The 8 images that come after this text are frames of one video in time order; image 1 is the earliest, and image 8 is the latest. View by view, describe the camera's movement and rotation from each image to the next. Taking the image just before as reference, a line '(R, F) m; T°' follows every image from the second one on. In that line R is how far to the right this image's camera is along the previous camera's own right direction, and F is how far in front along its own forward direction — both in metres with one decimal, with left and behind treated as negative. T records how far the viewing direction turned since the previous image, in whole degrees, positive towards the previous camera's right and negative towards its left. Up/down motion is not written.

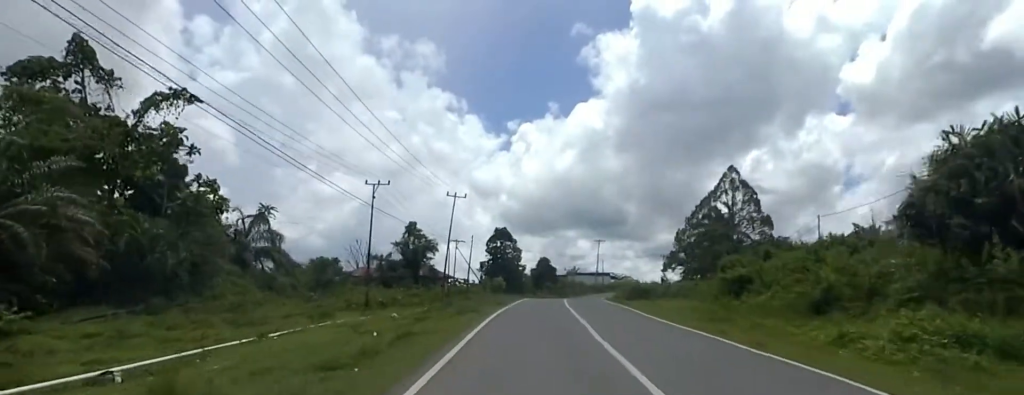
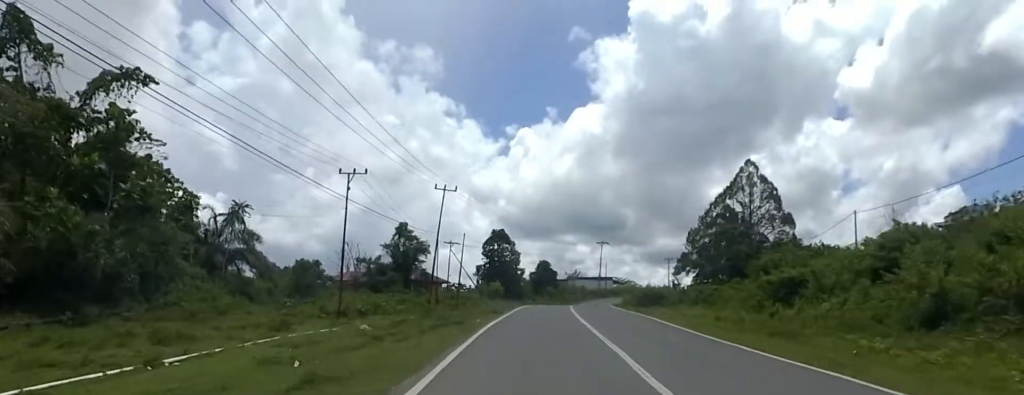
(-0.3, +5.6) m; -2°
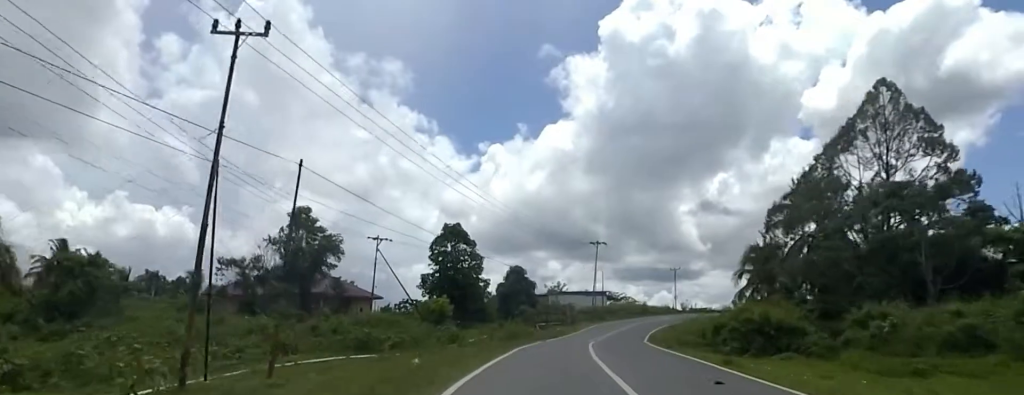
(-1.3, +28.9) m; +1°
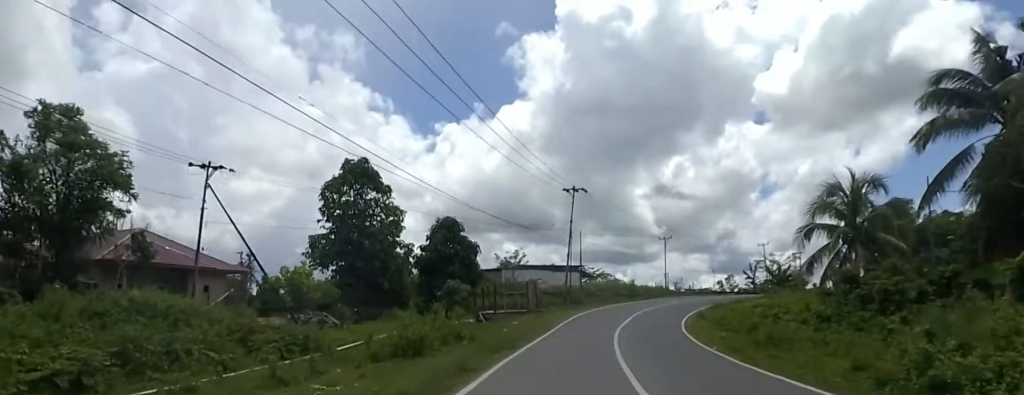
(+1.8, +24.1) m; +7°
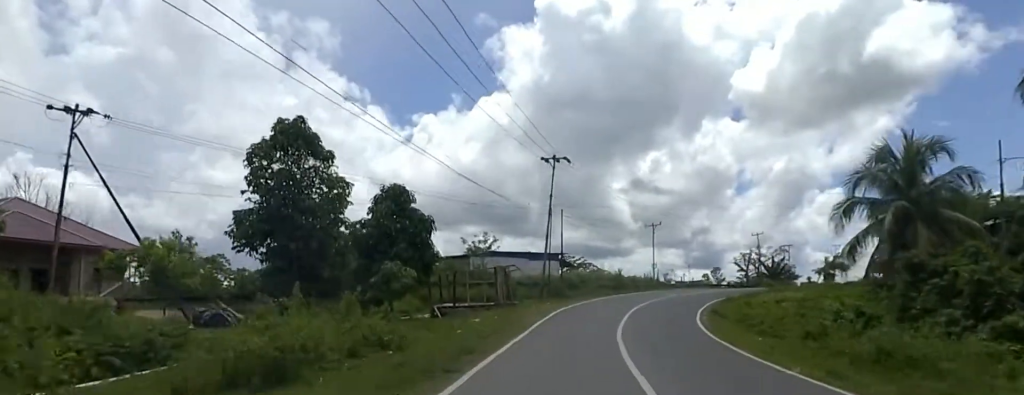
(+0.2, +8.1) m; +4°
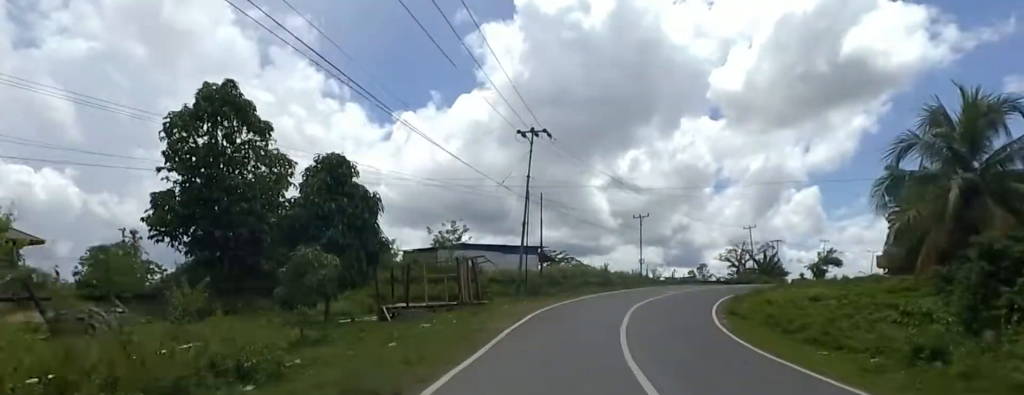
(+0.2, +5.9) m; +4°
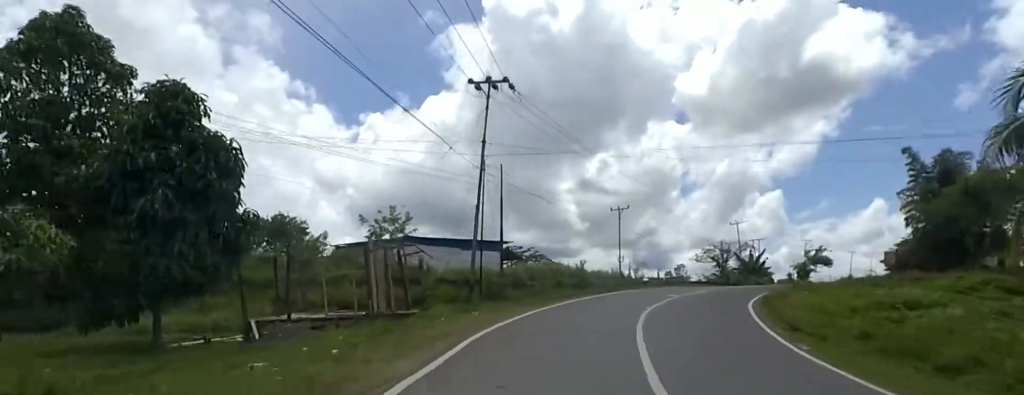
(+0.5, +8.1) m; +4°
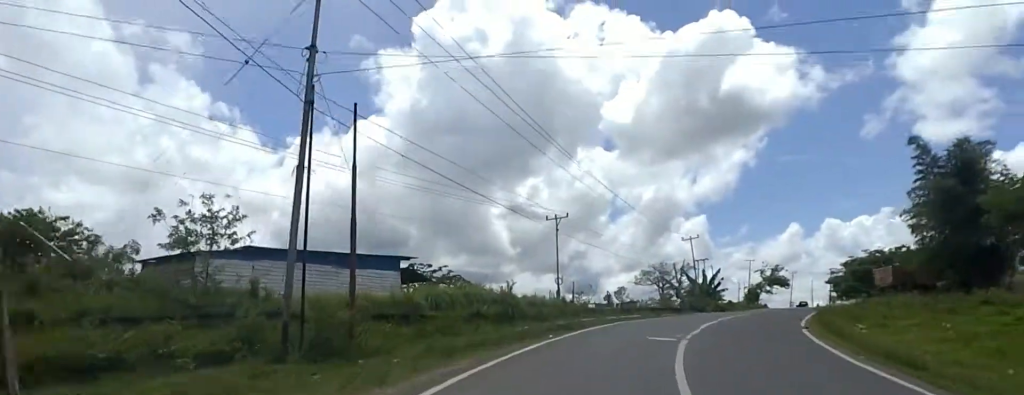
(+0.5, +11.5) m; +5°
